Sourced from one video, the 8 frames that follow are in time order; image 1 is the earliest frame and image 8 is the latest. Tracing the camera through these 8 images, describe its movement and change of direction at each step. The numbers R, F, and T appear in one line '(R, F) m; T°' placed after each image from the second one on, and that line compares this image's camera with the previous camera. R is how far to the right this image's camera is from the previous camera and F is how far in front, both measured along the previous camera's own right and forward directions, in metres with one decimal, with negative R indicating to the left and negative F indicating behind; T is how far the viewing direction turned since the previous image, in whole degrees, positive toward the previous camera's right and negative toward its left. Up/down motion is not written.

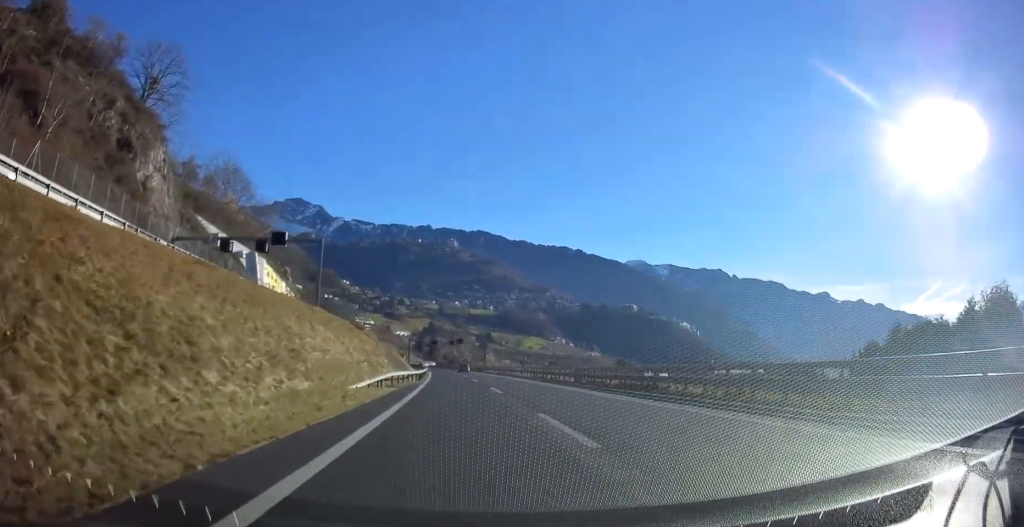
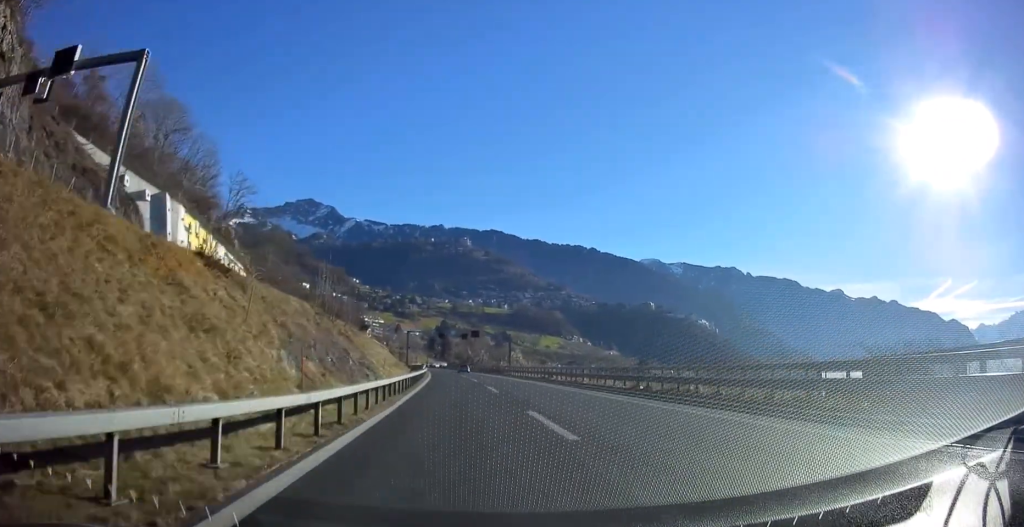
(-0.4, +35.7) m; -1°
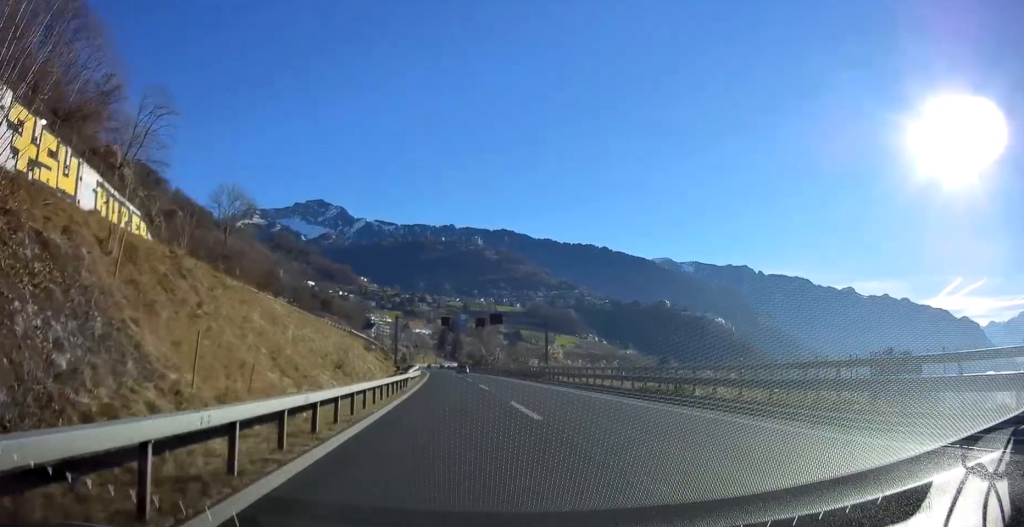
(-0.4, +32.0) m; -1°
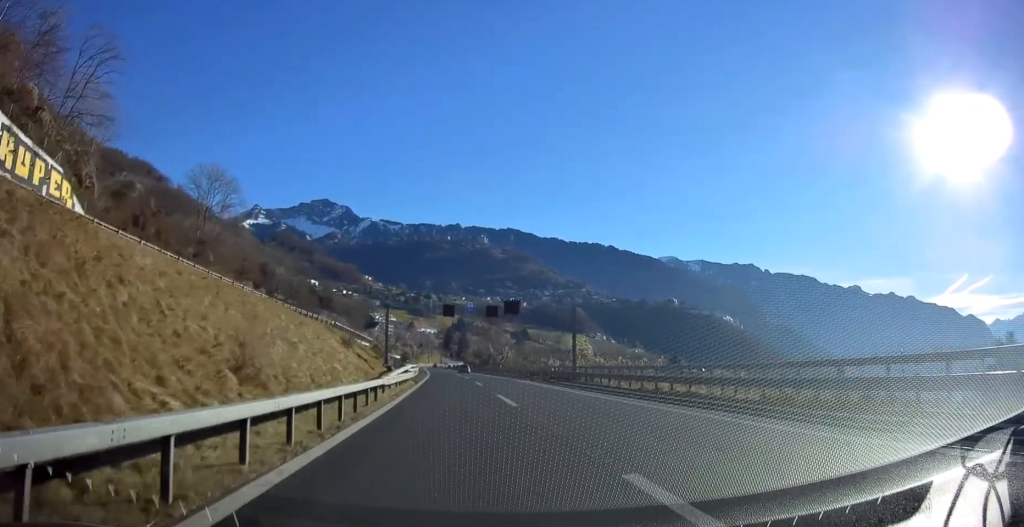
(+0.1, +13.2) m; 0°
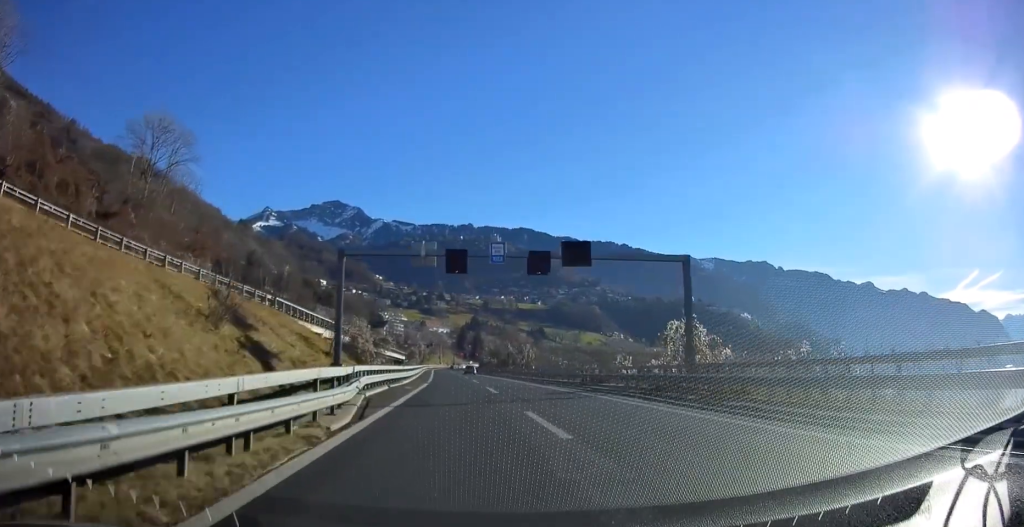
(-0.4, +26.3) m; -2°
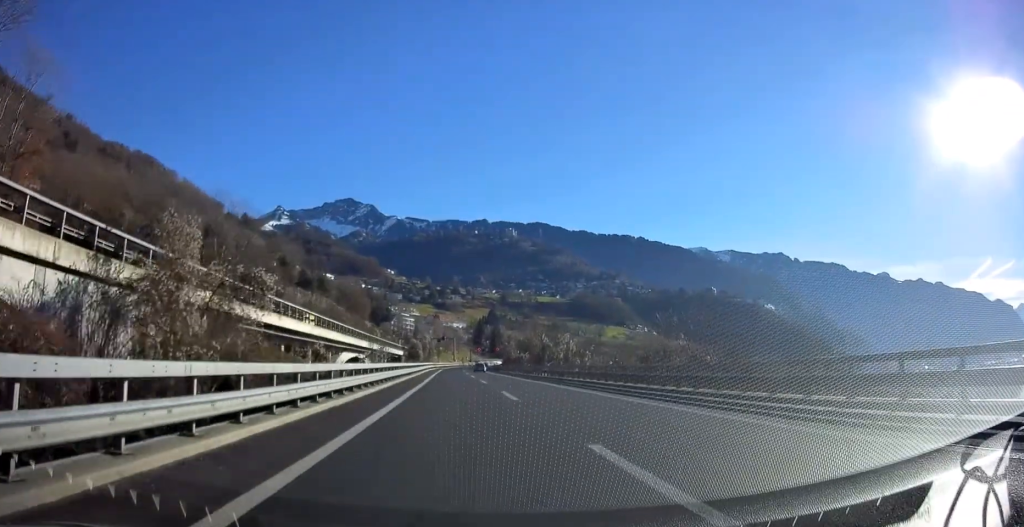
(-0.8, +43.2) m; -1°
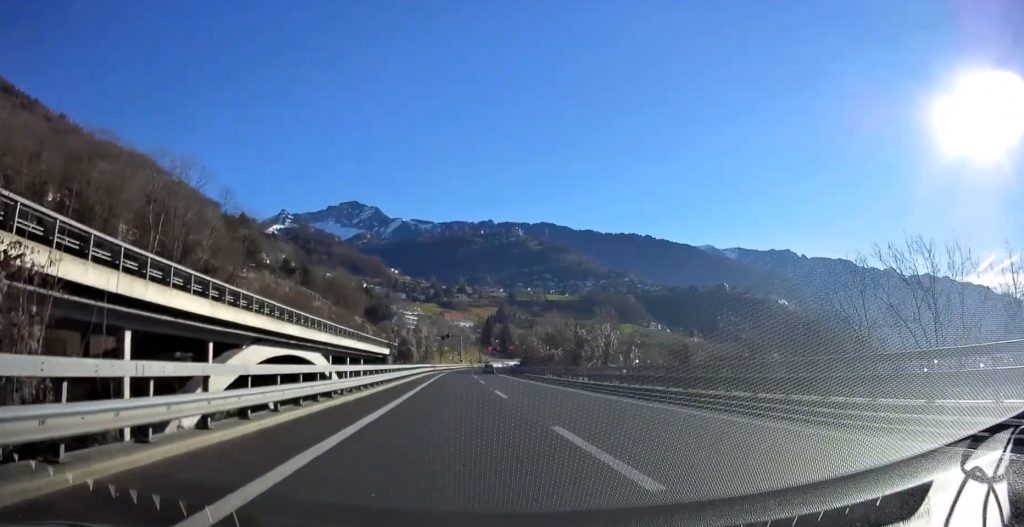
(-0.1, +32.9) m; 0°
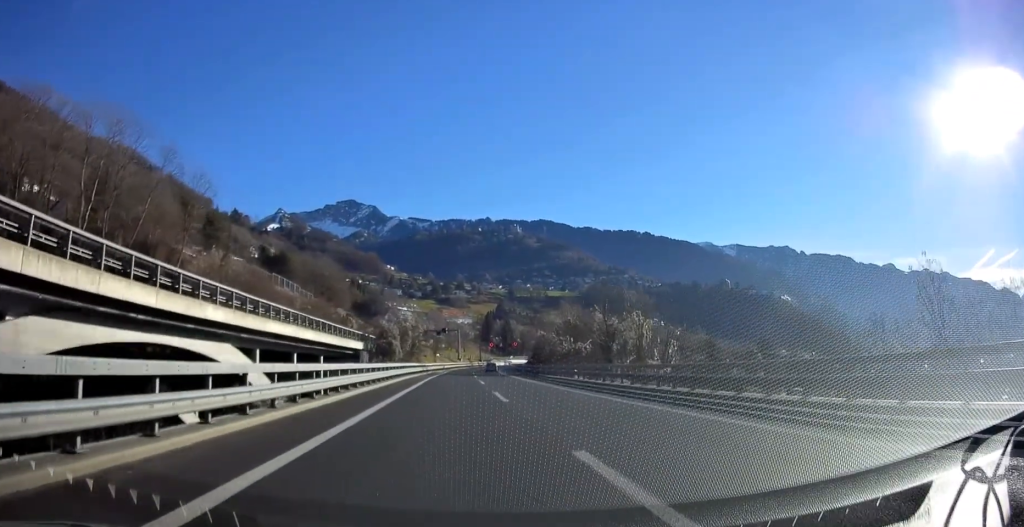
(+0.1, +21.6) m; +1°
